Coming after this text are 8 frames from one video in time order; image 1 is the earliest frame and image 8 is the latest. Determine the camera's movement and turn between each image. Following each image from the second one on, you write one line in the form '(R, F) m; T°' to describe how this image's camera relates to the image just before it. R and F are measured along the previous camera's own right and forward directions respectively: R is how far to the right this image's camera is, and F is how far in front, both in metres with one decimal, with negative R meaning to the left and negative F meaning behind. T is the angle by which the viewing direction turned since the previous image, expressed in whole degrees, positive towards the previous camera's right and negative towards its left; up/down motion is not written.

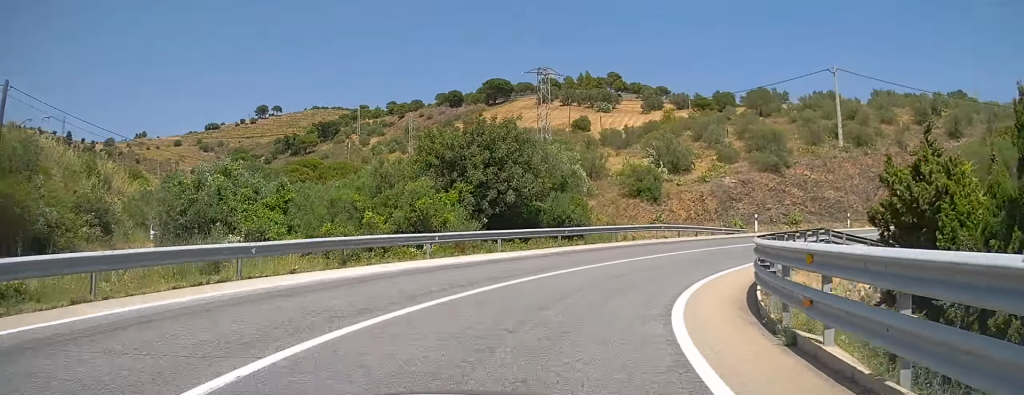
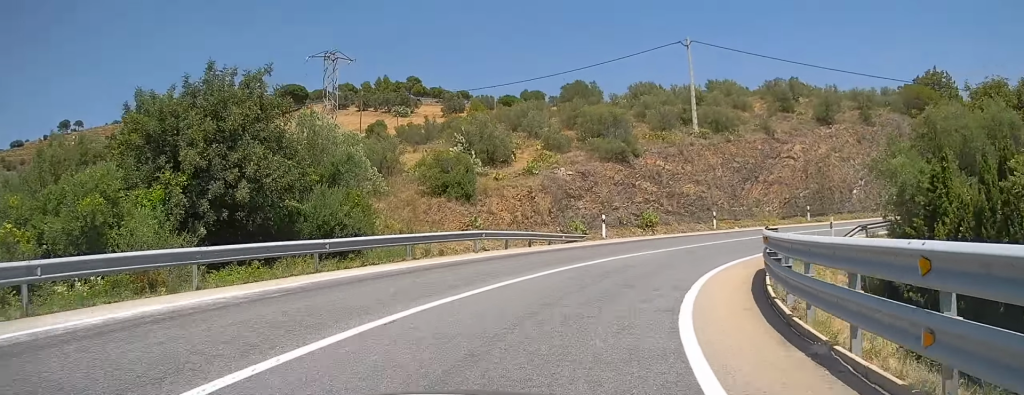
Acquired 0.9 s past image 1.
(+2.1, +11.1) m; +18°
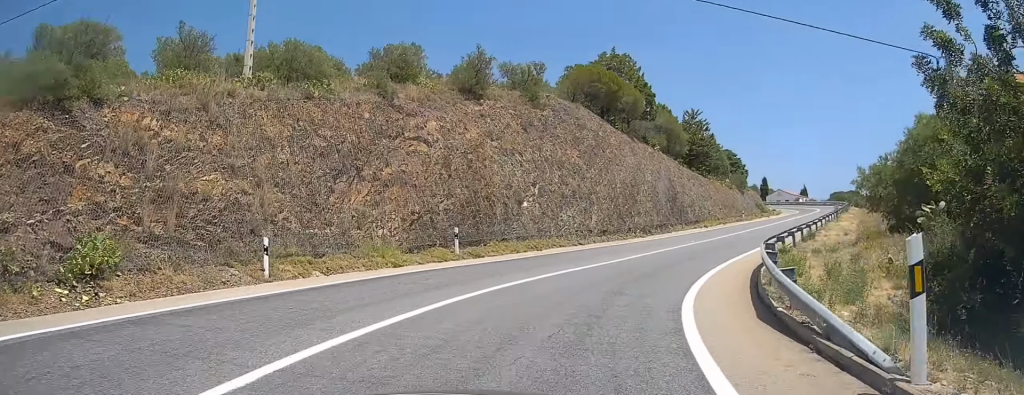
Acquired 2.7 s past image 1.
(+6.9, +22.0) m; +32°
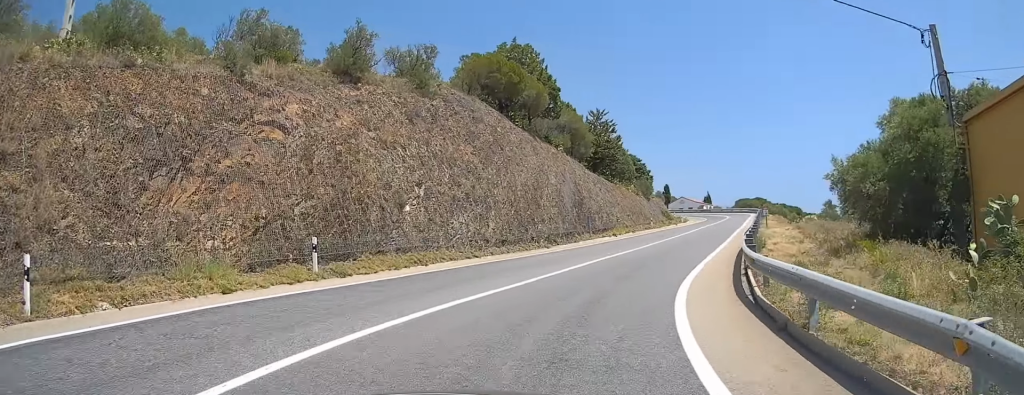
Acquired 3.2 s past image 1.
(+0.1, +5.8) m; +7°
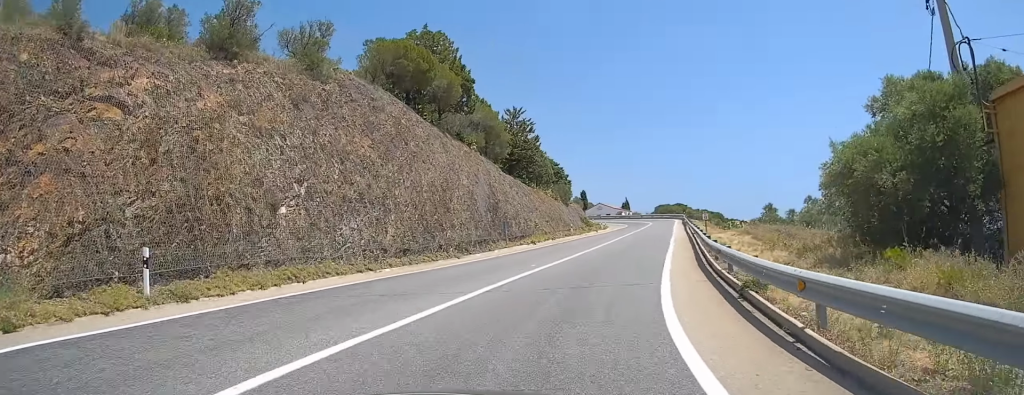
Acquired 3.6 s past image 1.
(+0.6, +5.2) m; +6°
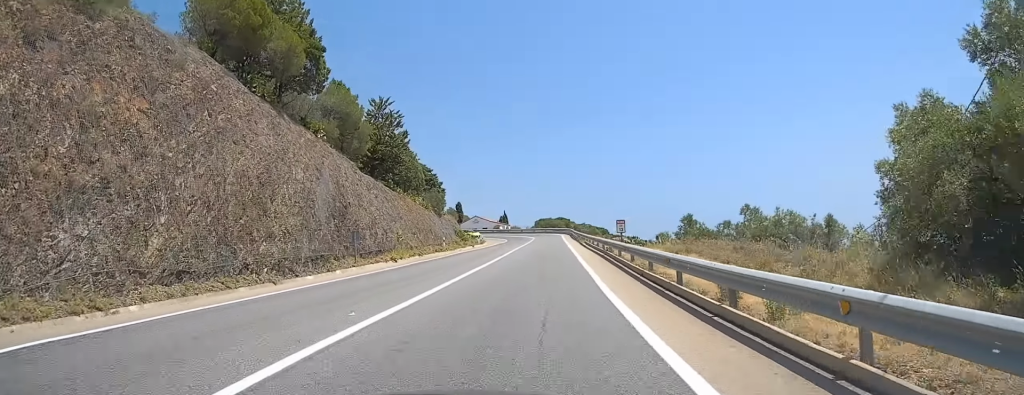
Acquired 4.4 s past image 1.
(+0.9, +10.1) m; +10°
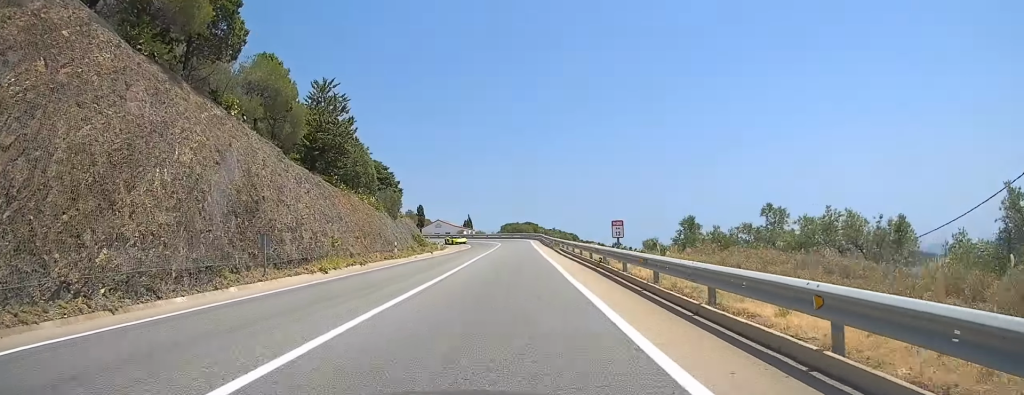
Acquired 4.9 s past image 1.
(+0.5, +7.8) m; +5°
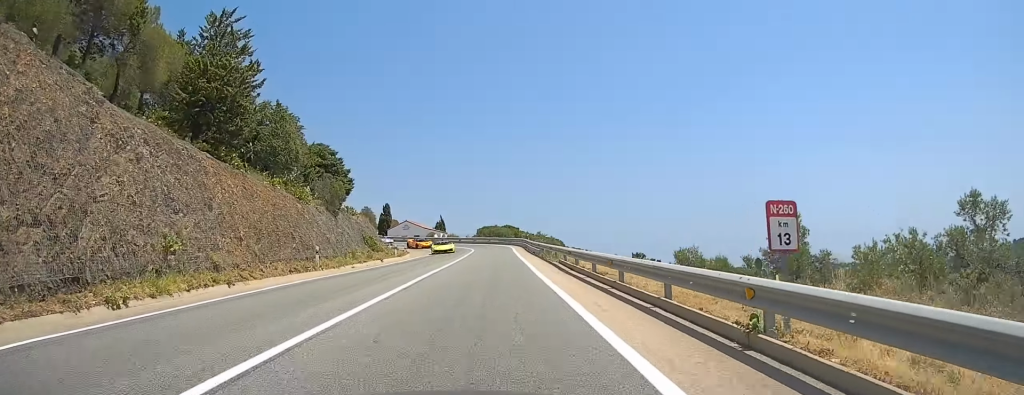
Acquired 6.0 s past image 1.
(+1.0, +15.0) m; +3°
